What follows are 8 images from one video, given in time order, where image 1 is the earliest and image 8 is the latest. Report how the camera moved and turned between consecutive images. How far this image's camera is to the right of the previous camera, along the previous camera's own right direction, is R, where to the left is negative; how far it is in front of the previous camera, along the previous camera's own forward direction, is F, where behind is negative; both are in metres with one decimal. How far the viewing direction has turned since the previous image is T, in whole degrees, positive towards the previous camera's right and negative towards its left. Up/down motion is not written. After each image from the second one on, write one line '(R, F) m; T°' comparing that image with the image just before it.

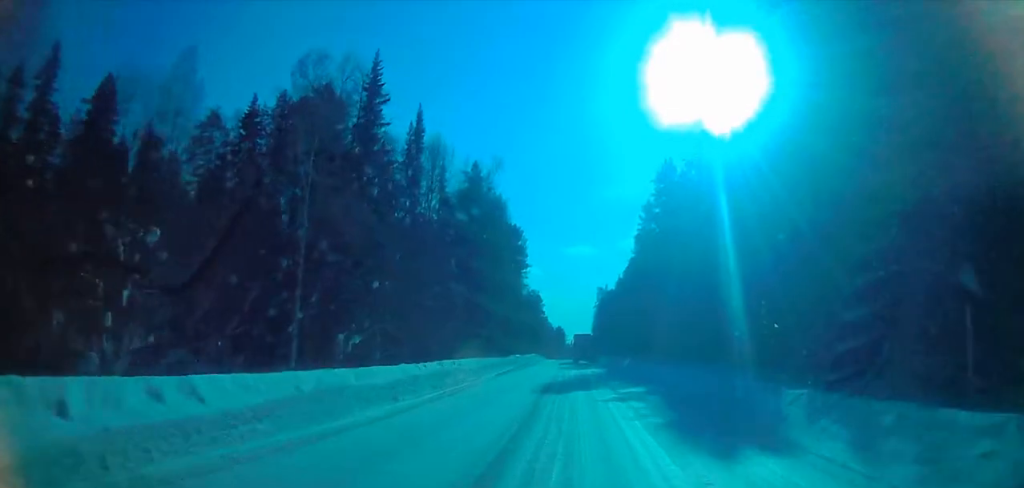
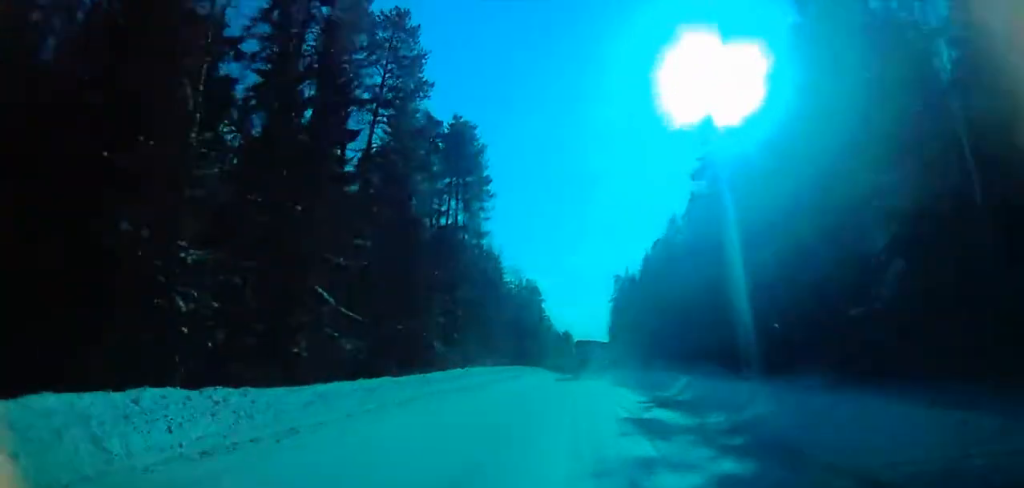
(+0.1, +58.2) m; -1°
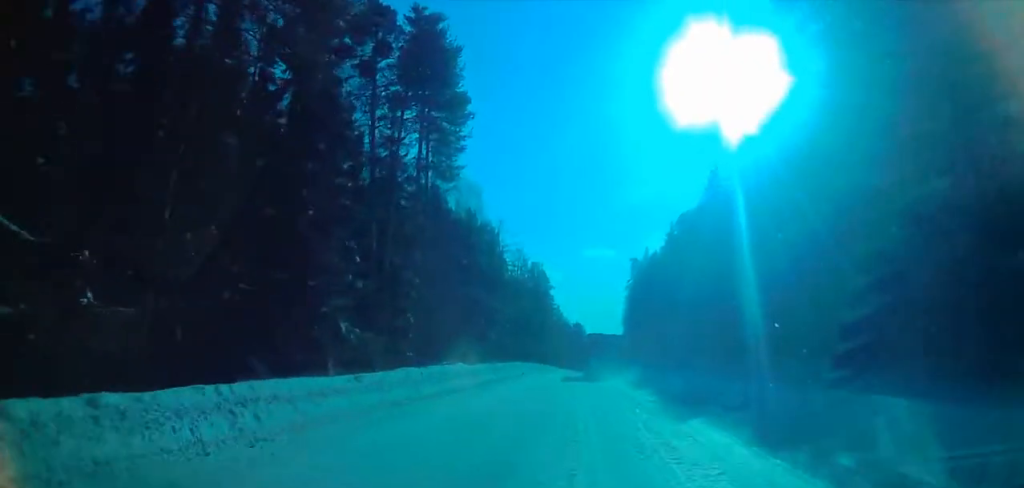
(-0.4, +19.4) m; 0°
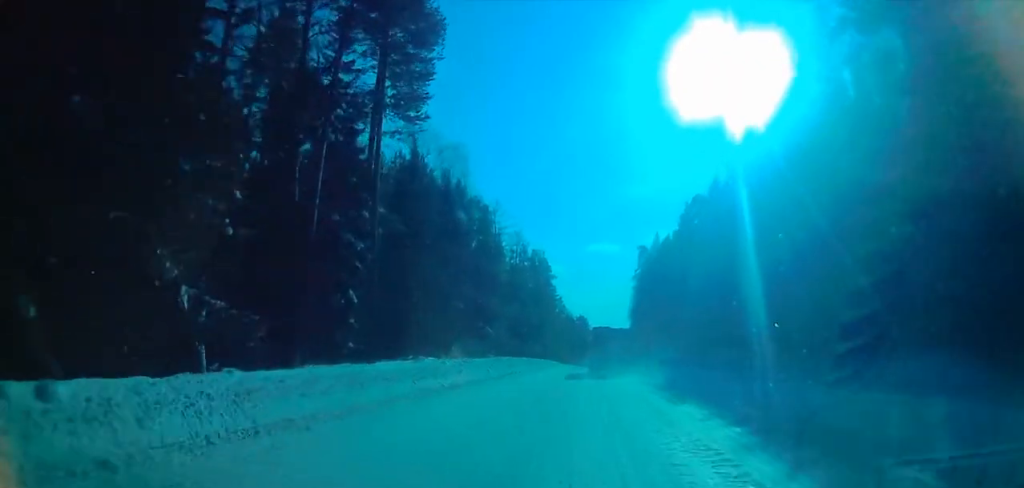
(+0.2, +11.1) m; +1°
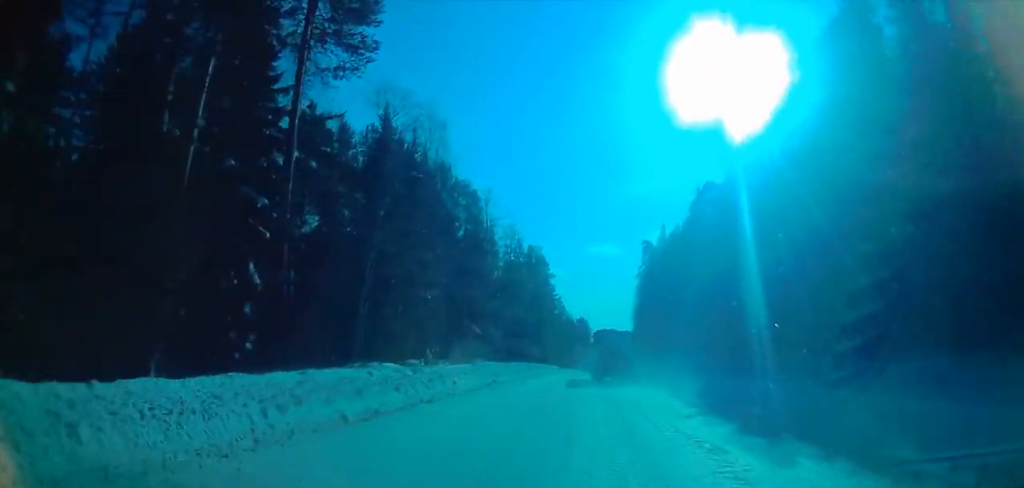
(+0.1, +9.5) m; 0°
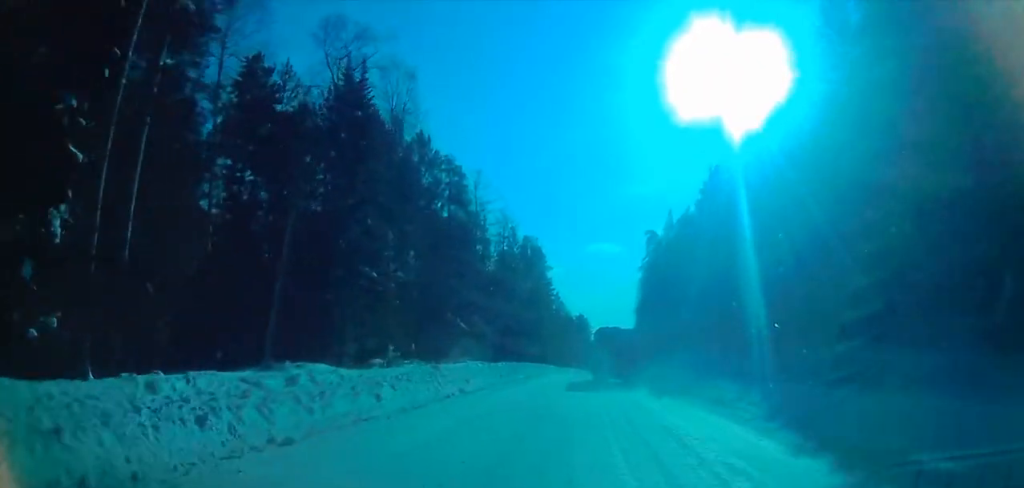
(0.0, +9.3) m; -1°
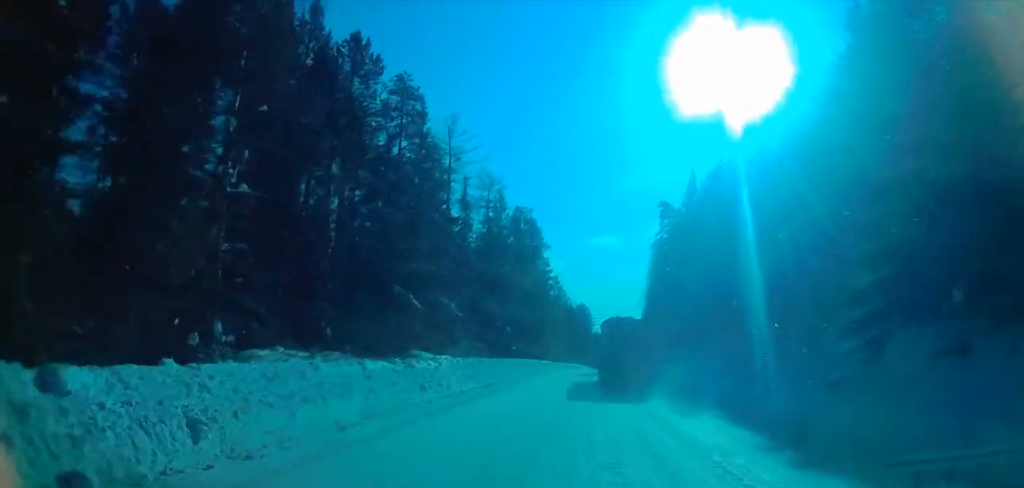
(-0.2, +19.3) m; -1°
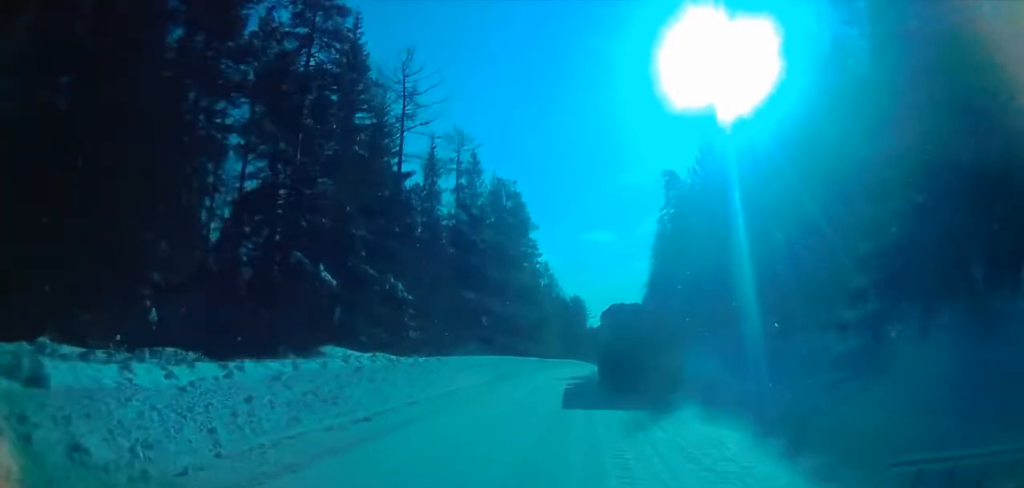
(-0.2, +16.5) m; 0°
